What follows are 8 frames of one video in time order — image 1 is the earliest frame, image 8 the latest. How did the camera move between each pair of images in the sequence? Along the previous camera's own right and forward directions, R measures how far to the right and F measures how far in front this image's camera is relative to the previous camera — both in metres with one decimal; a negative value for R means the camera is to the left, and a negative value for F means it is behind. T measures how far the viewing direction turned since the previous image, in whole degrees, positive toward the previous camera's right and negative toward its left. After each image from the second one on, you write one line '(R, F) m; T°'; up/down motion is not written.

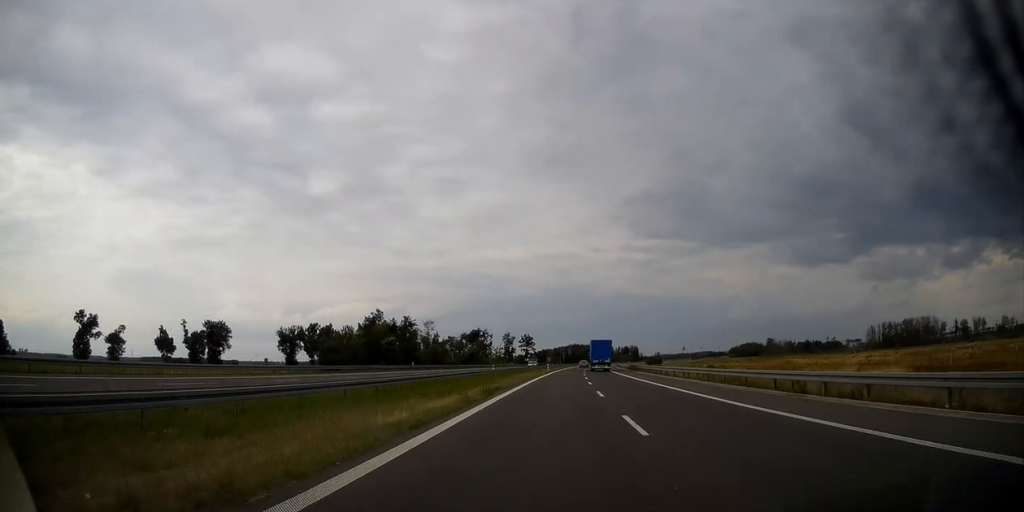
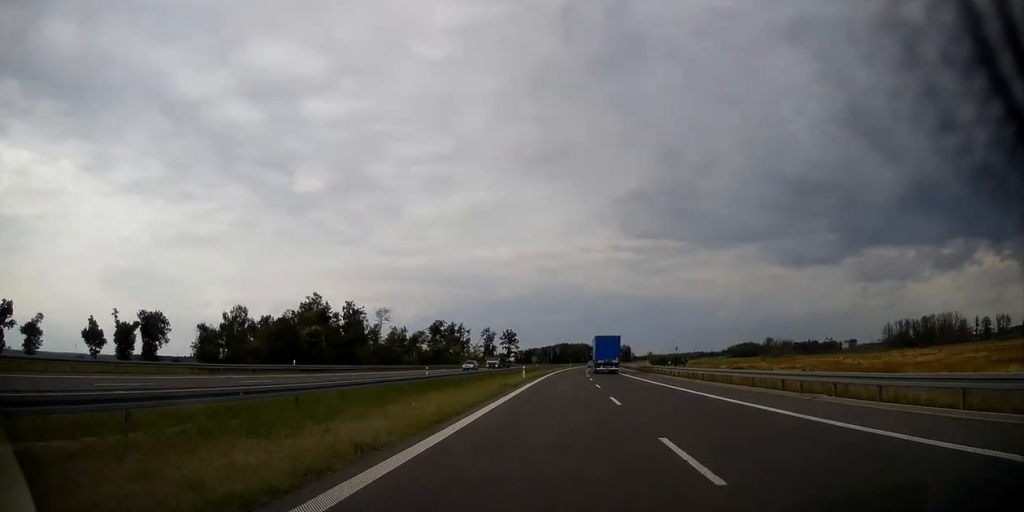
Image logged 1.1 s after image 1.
(+0.3, +40.6) m; +1°
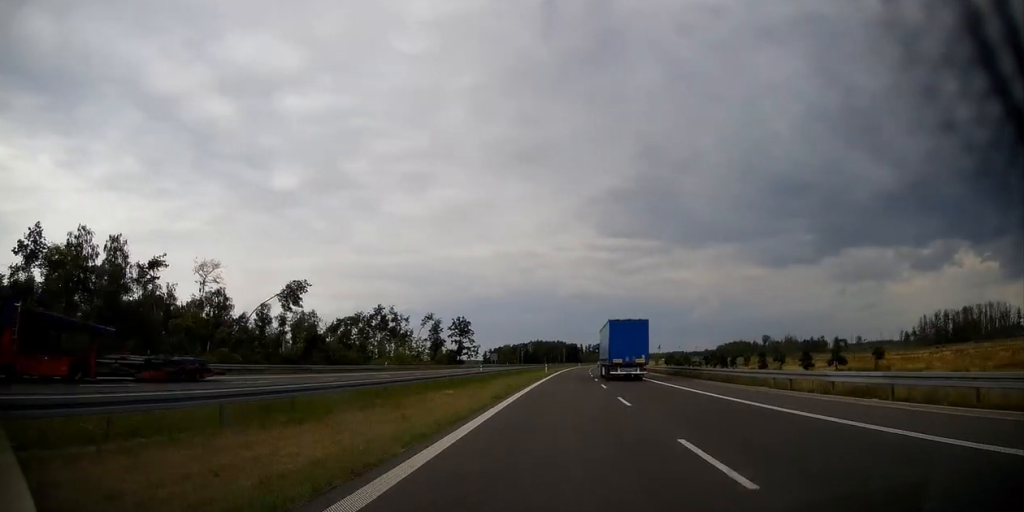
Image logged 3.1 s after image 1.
(+1.3, +72.5) m; +2°
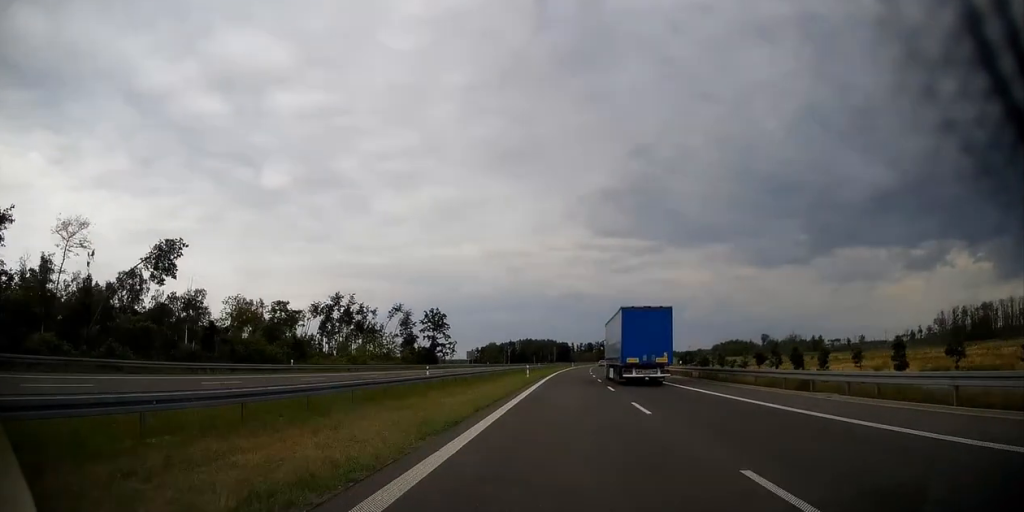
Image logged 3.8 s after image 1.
(0.0, +27.0) m; +1°
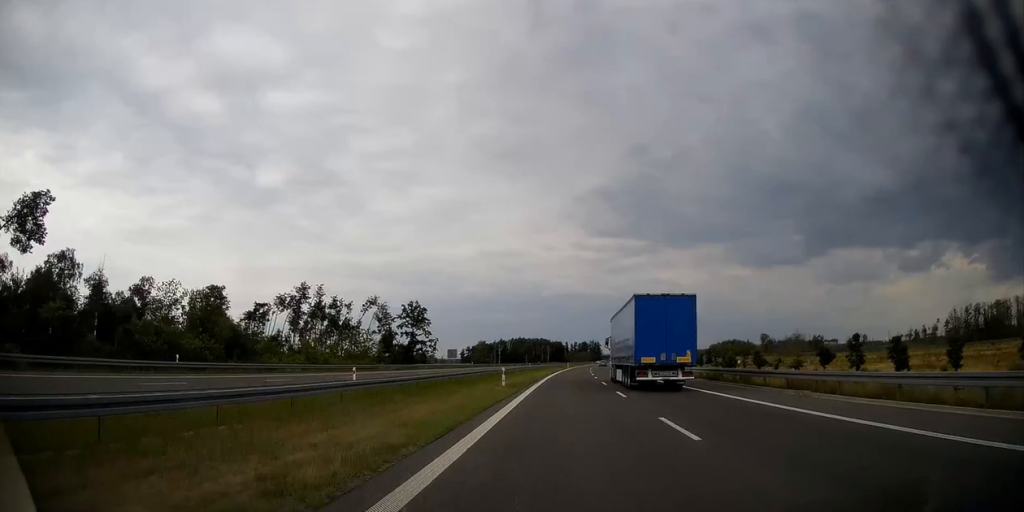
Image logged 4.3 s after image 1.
(+0.2, +17.2) m; +1°
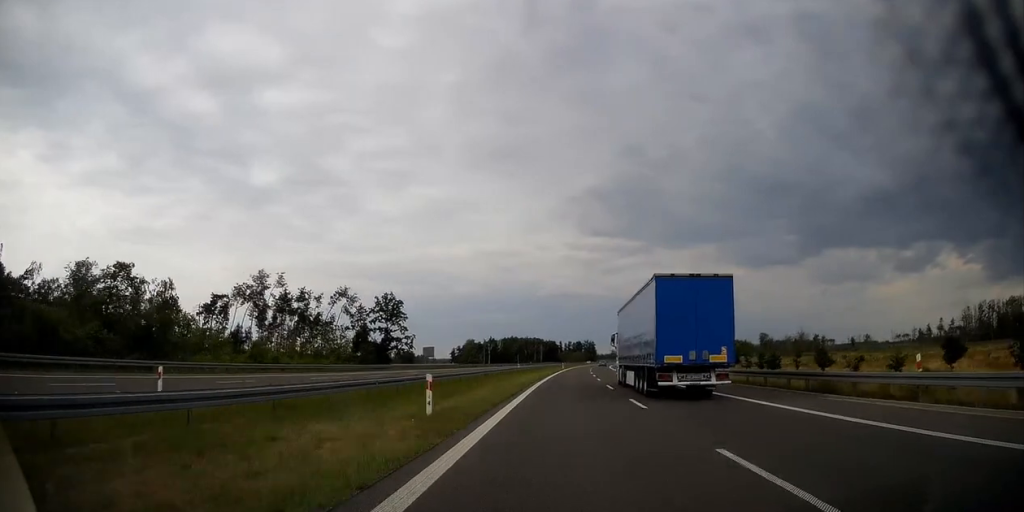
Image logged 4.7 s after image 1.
(0.0, +17.3) m; +1°
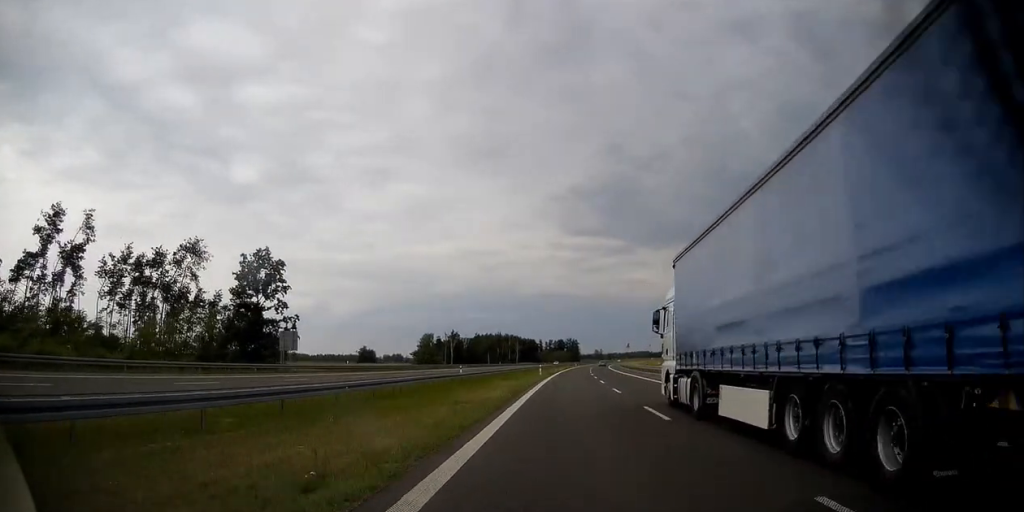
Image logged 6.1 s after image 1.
(+1.0, +51.6) m; +2°
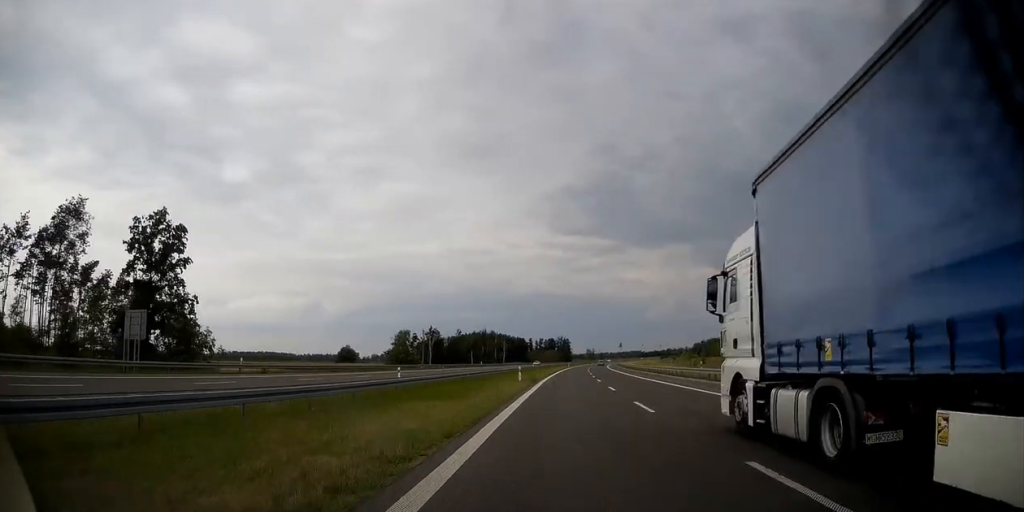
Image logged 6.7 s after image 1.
(0.0, +22.1) m; +1°
